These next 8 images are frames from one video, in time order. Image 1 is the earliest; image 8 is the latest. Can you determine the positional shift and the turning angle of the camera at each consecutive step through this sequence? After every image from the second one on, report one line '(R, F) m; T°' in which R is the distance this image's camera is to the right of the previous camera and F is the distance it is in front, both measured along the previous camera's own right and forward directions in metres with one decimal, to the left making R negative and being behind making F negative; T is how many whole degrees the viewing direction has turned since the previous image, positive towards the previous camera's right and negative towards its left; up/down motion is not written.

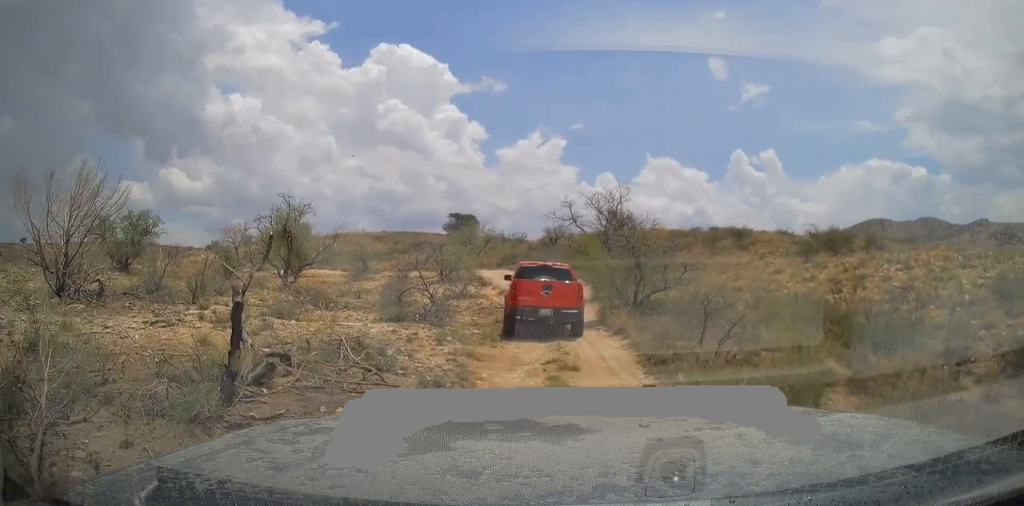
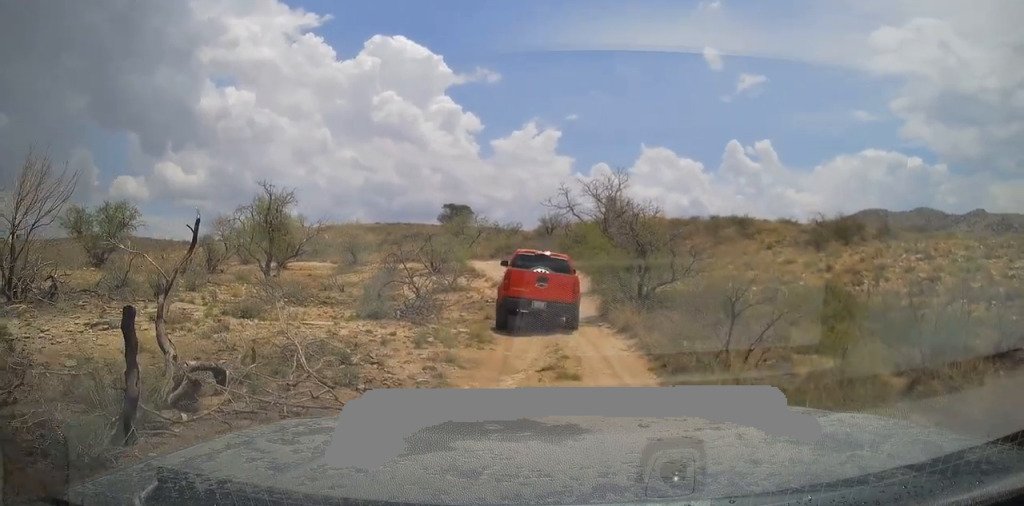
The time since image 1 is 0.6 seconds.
(0.0, +1.6) m; +1°
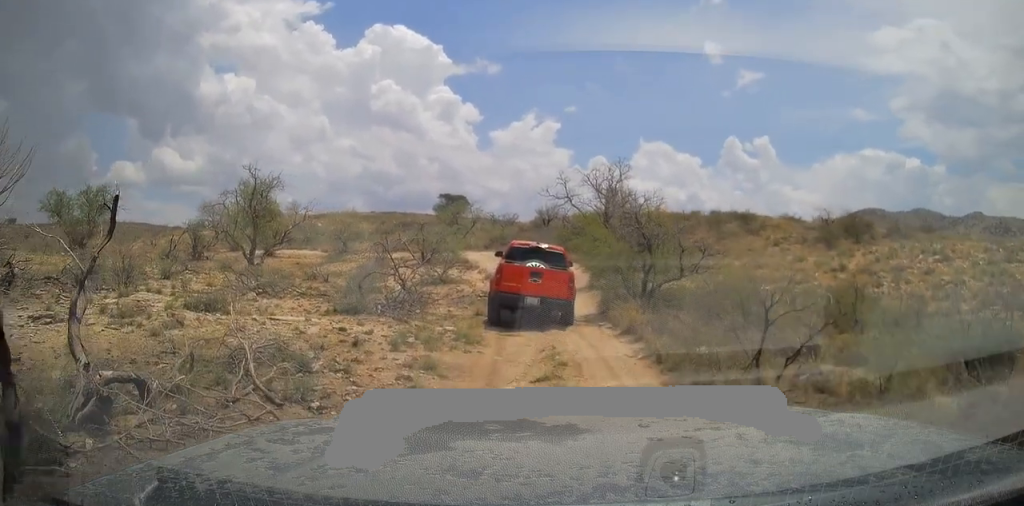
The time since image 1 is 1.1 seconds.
(0.0, +1.4) m; +2°
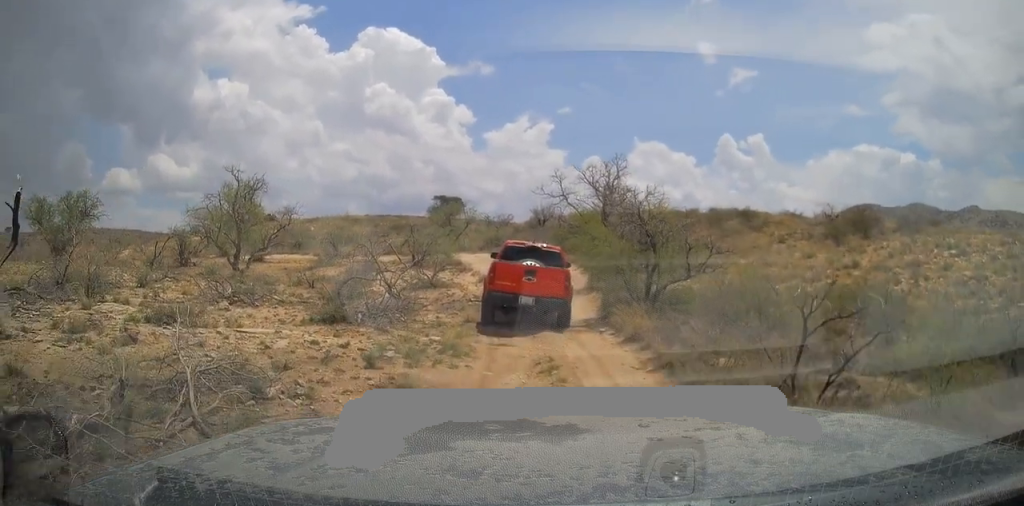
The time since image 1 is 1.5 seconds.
(0.0, +1.2) m; +2°
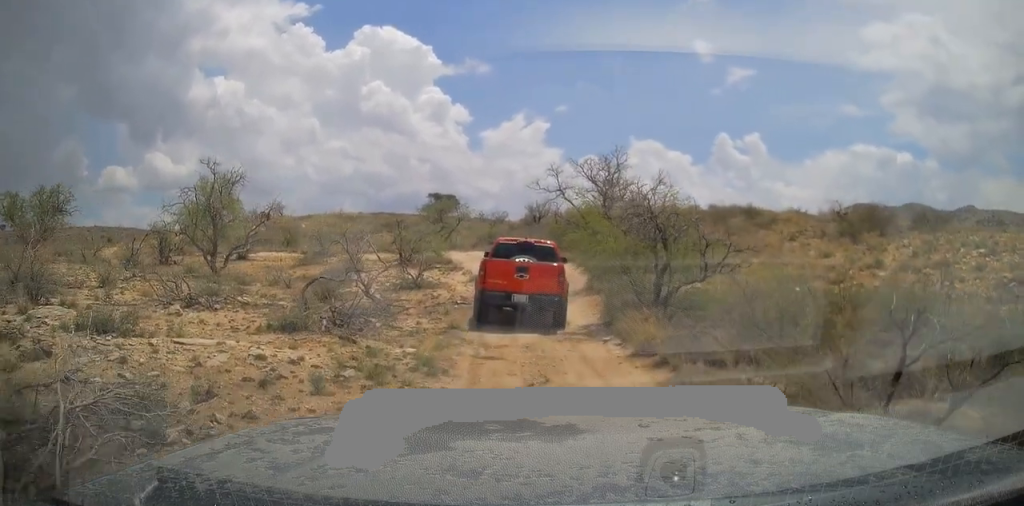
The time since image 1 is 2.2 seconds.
(+0.1, +1.9) m; +3°
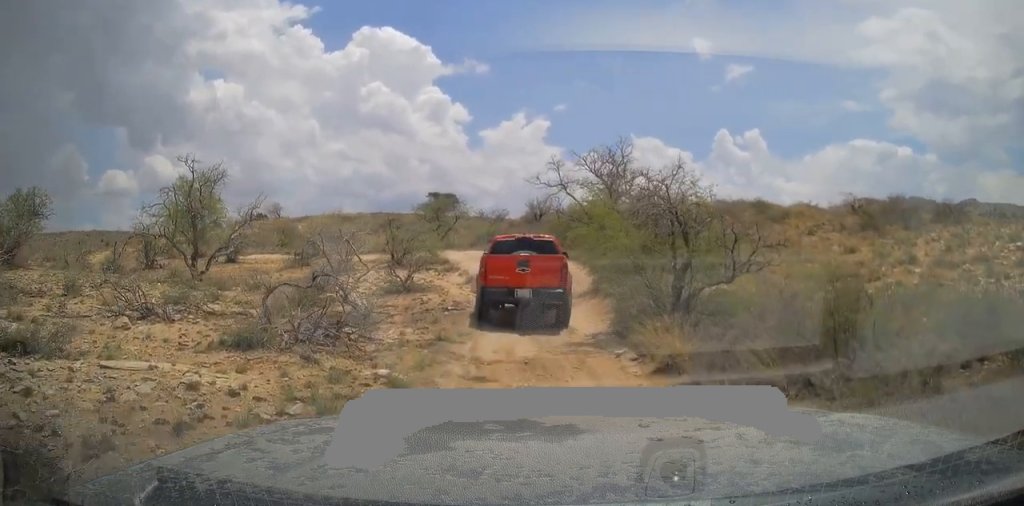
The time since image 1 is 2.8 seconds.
(0.0, +1.8) m; -1°
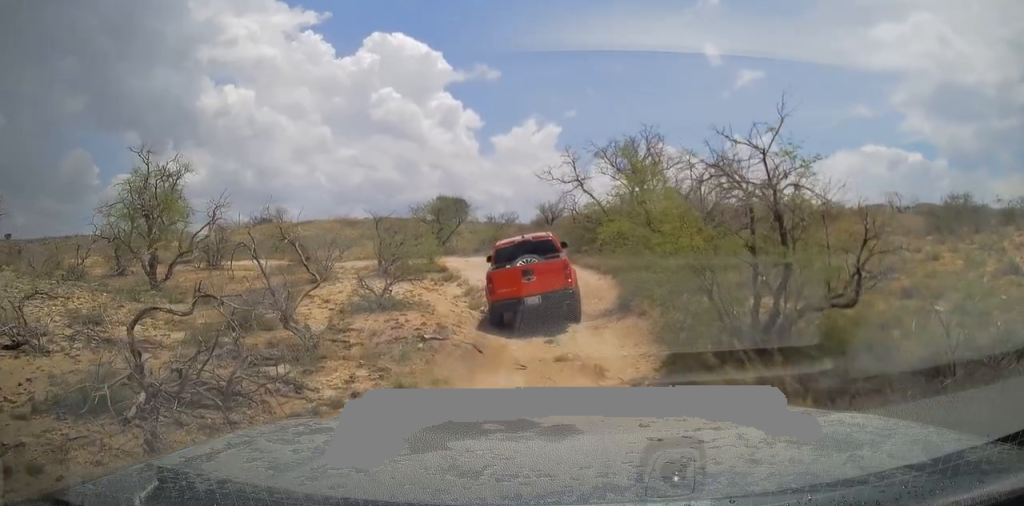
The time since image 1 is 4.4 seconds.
(-0.2, +4.1) m; -6°
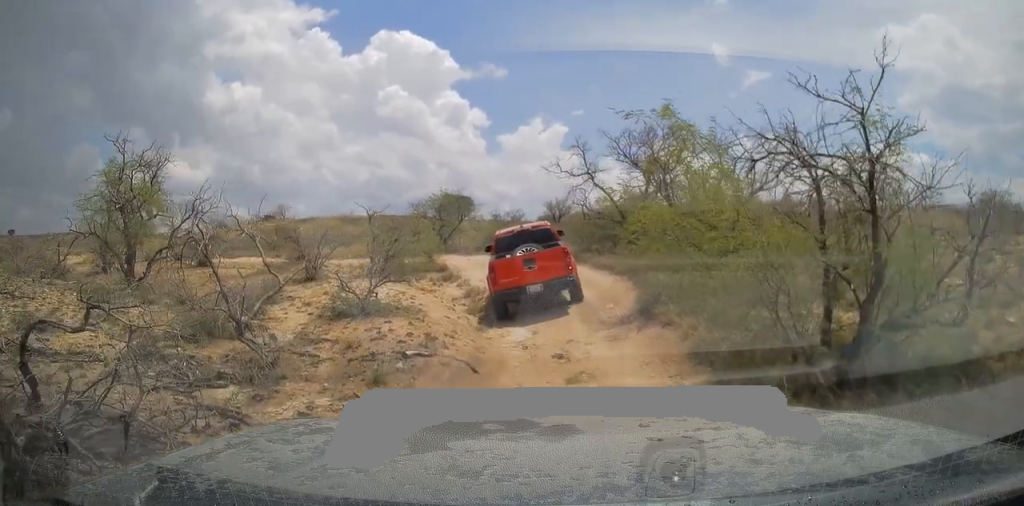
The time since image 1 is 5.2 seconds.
(0.0, +2.0) m; -4°
